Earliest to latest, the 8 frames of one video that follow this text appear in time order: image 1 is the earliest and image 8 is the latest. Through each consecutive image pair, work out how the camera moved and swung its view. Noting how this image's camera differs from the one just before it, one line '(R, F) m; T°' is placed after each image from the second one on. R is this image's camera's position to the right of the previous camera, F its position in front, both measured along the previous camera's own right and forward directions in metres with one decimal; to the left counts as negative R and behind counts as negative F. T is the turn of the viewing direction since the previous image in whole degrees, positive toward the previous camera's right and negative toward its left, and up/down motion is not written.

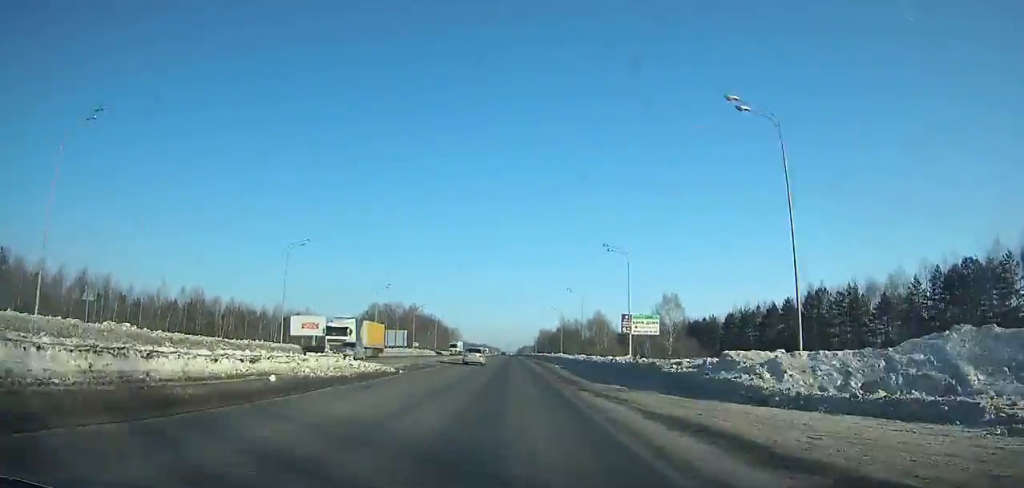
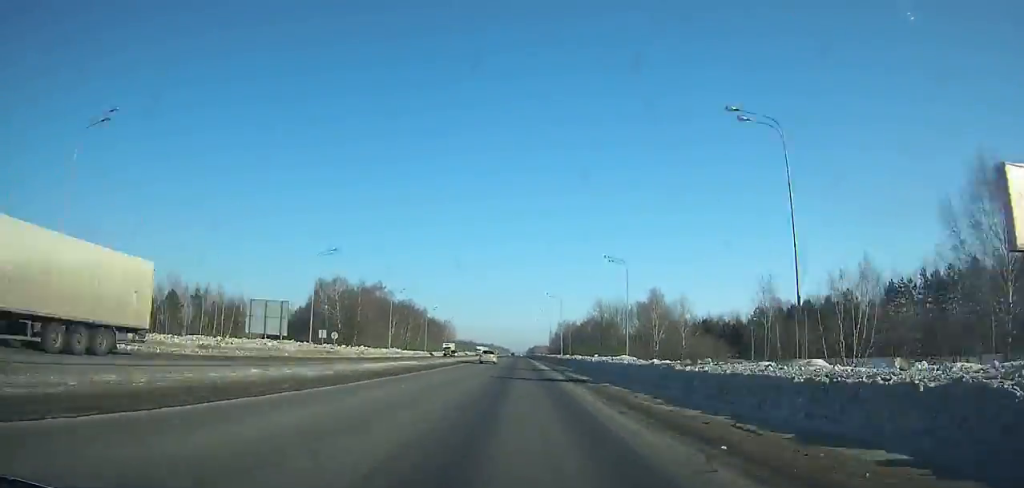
(-0.5, +74.8) m; 0°
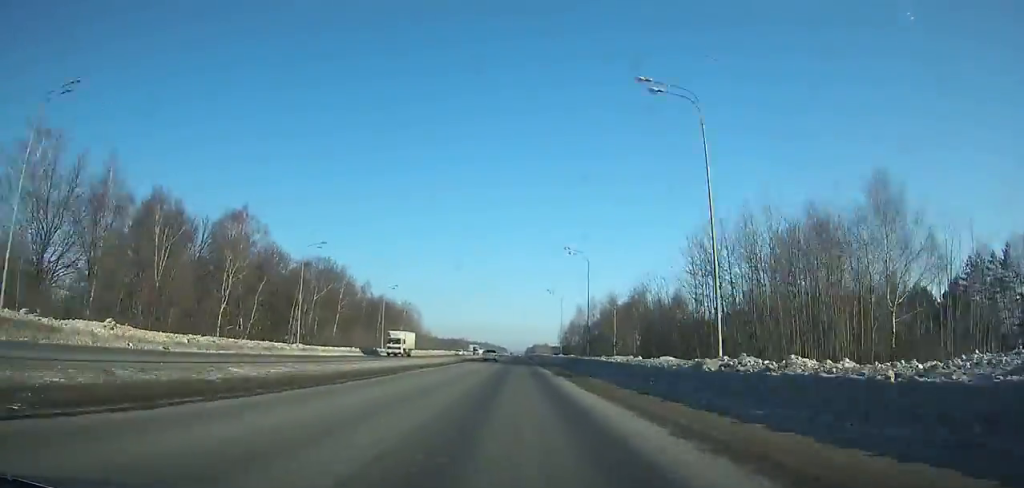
(-0.1, +83.2) m; 0°
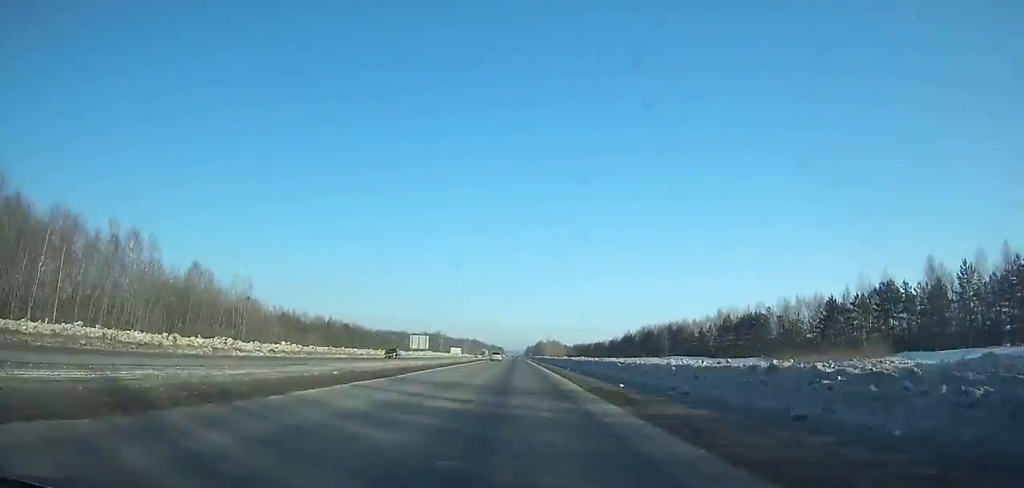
(+0.5, +190.0) m; 0°
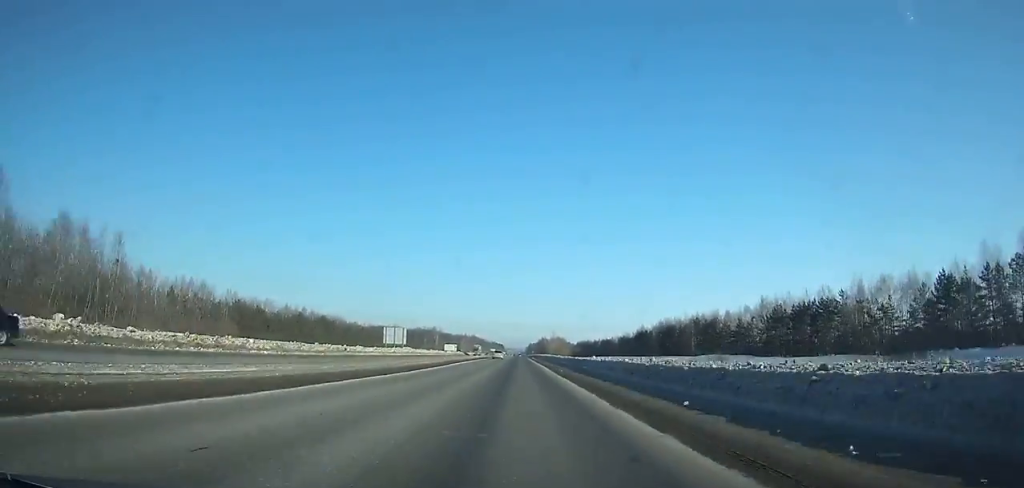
(+0.1, +33.3) m; 0°
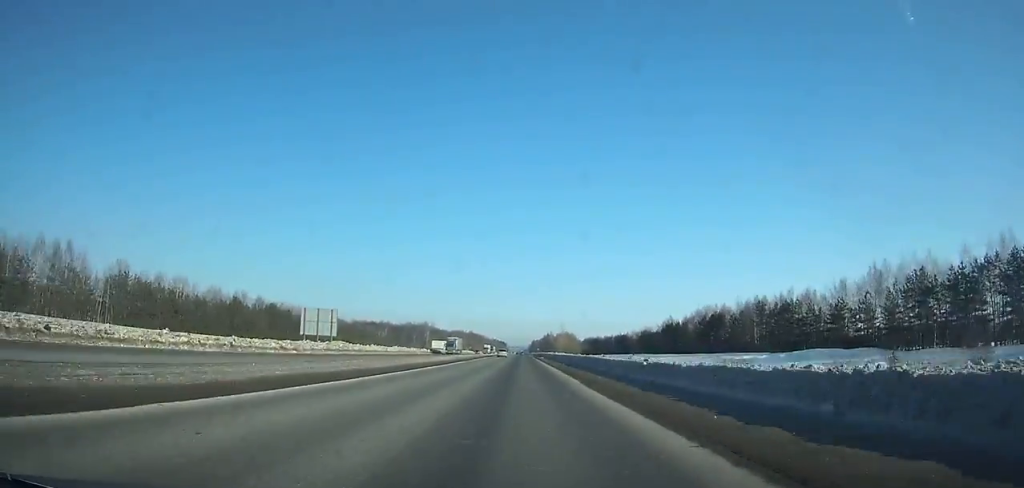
(-0.2, +51.1) m; 0°
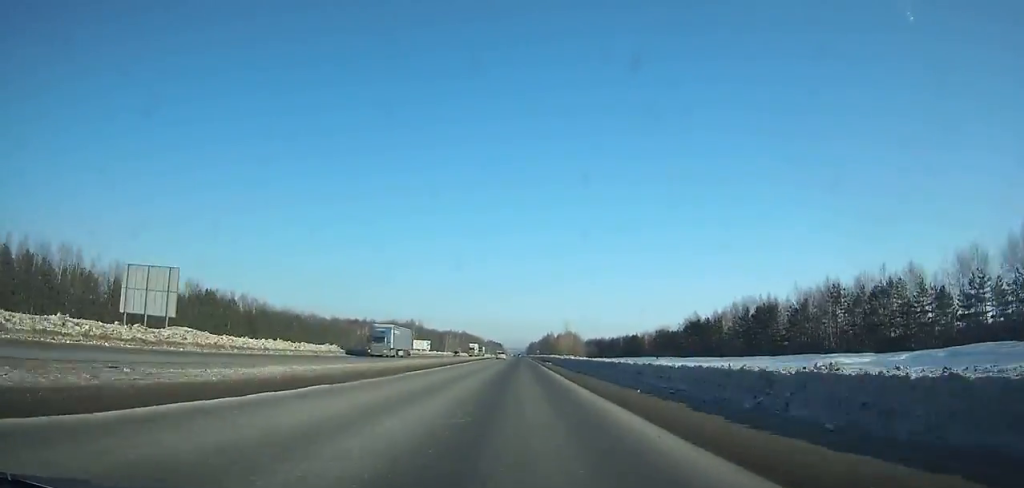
(-0.1, +38.4) m; 0°
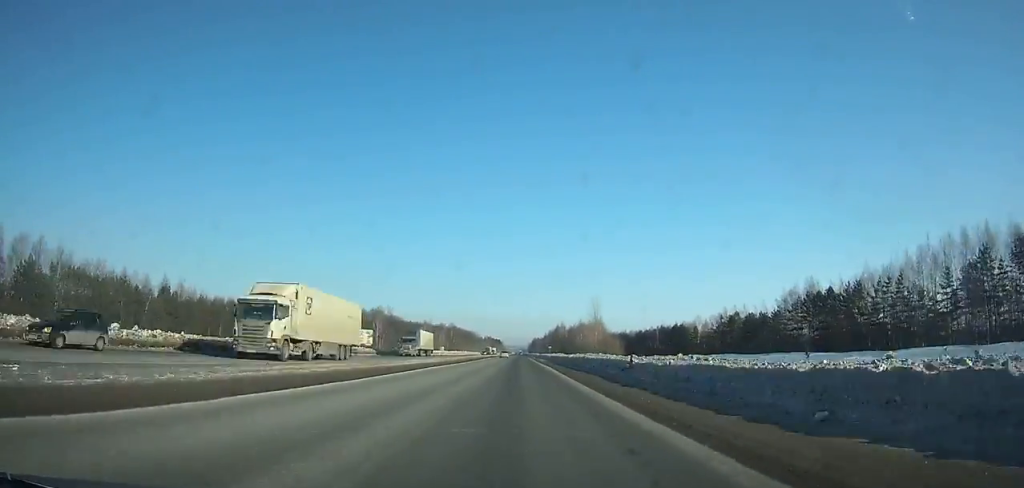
(+0.1, +84.9) m; 0°
